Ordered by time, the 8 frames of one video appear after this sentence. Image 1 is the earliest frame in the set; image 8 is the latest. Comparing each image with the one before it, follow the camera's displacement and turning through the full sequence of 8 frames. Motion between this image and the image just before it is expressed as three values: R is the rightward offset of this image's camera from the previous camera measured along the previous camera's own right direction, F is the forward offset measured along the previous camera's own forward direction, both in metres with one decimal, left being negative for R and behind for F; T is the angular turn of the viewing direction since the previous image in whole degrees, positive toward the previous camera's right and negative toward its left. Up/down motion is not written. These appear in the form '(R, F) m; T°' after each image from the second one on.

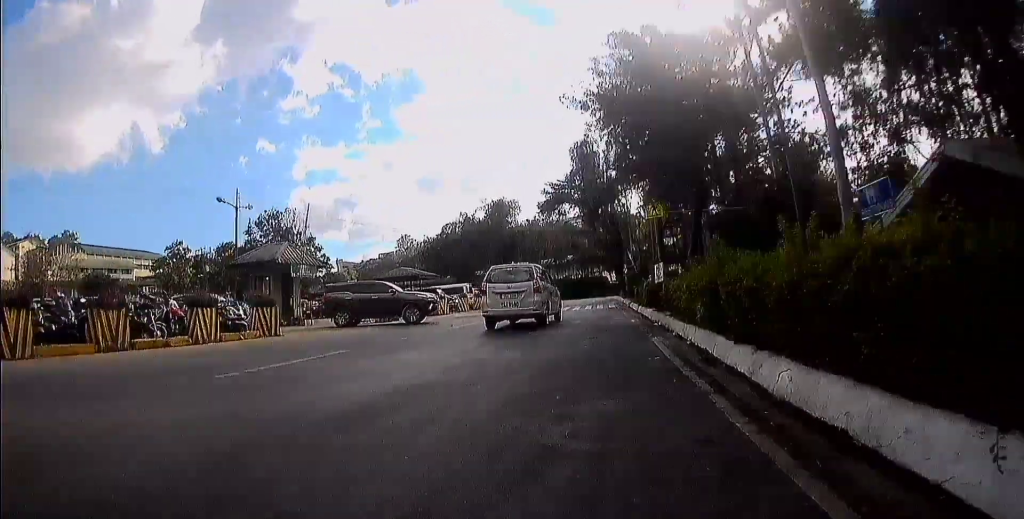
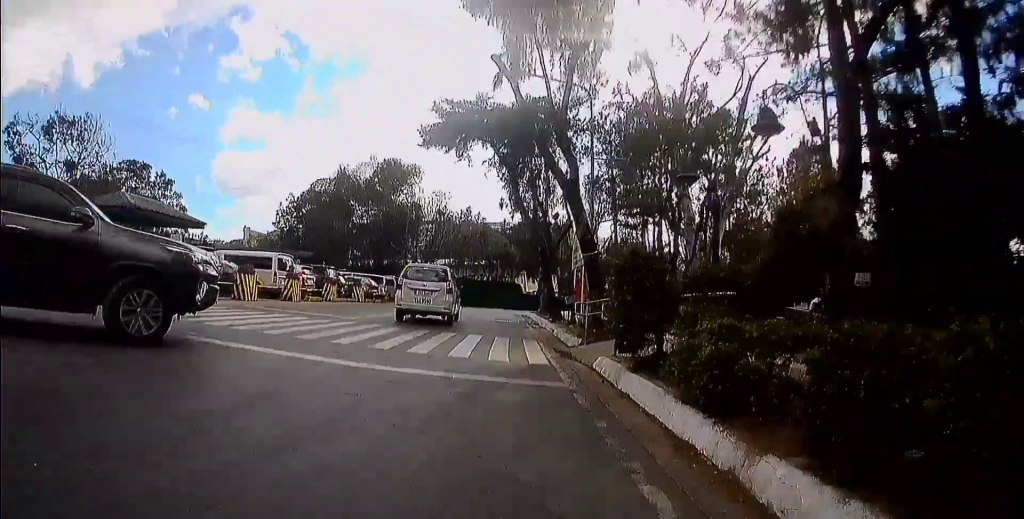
(+3.1, +17.1) m; +17°
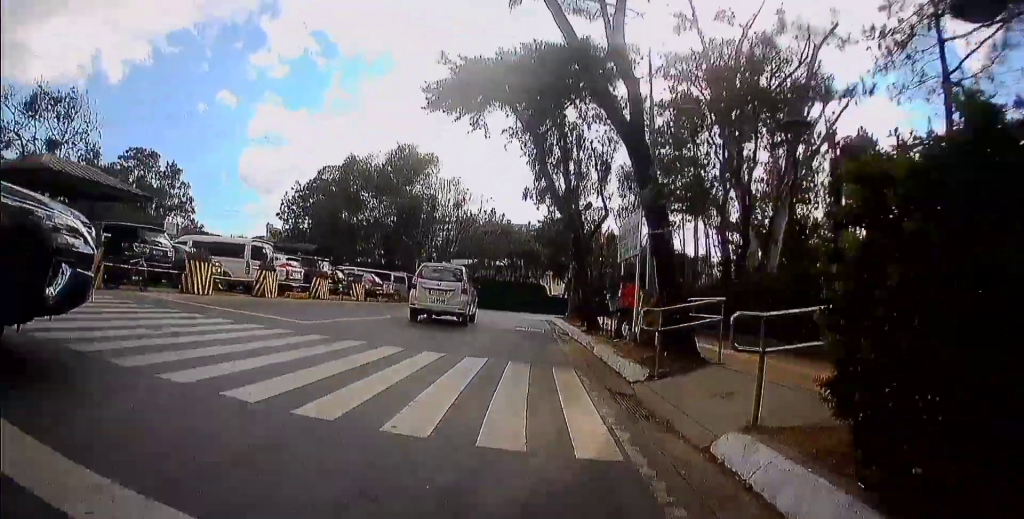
(-0.1, +4.5) m; -2°
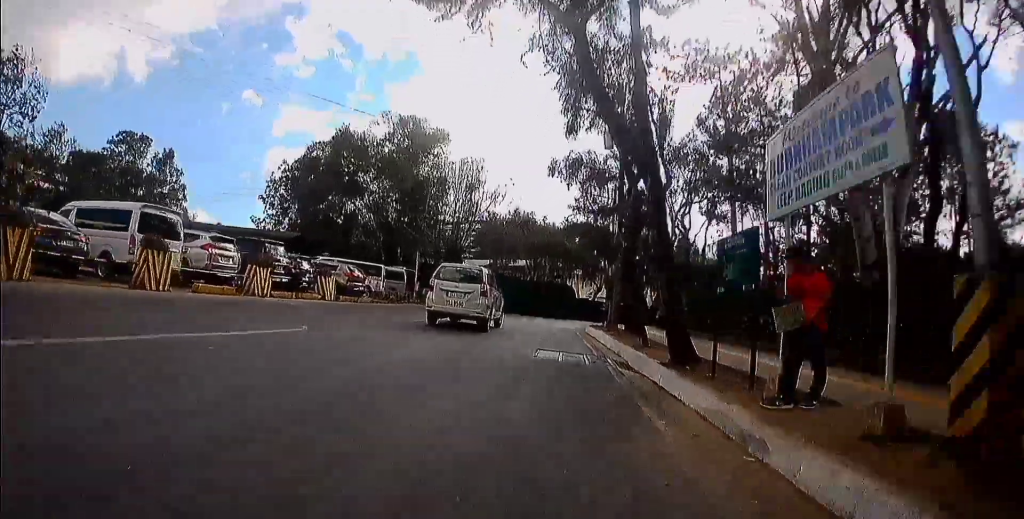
(-0.2, +6.9) m; -3°
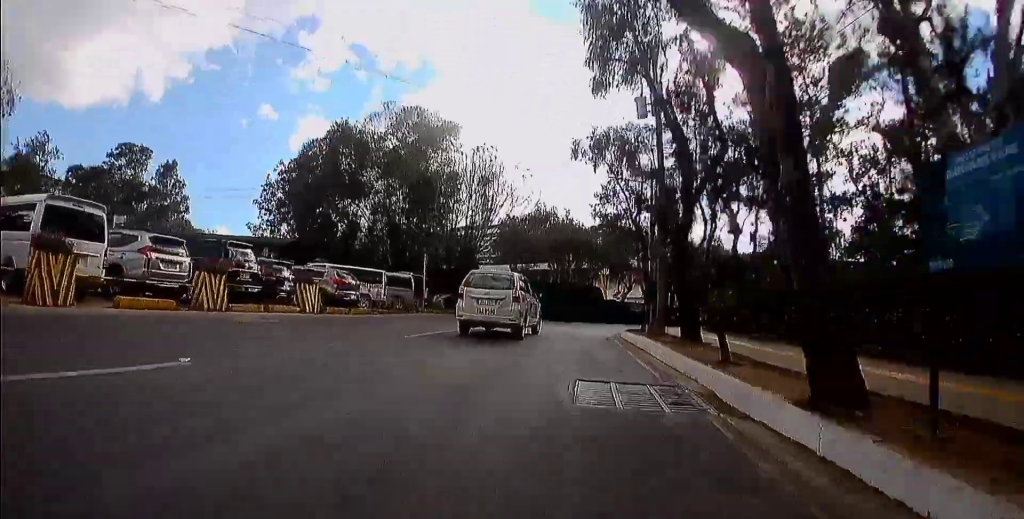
(0.0, +3.5) m; -2°
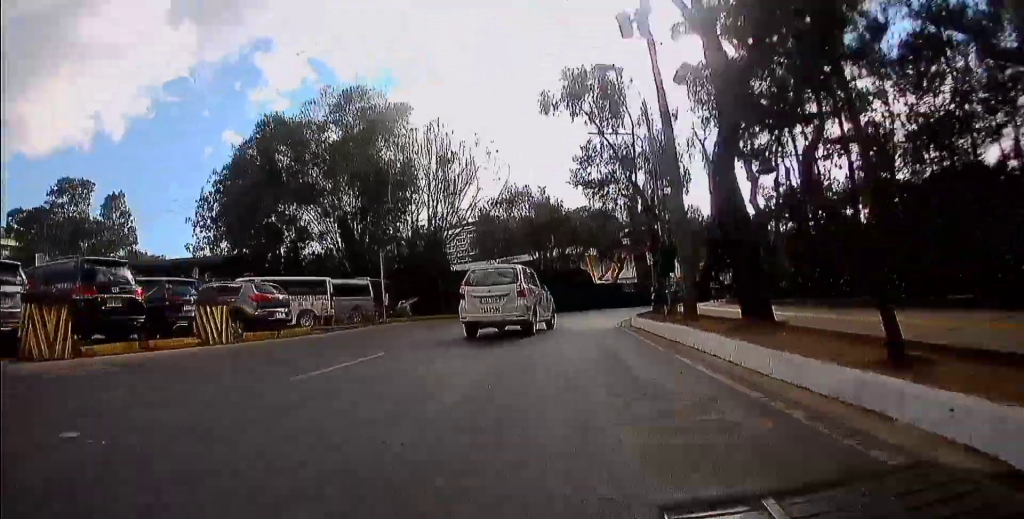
(-0.1, +4.4) m; -1°
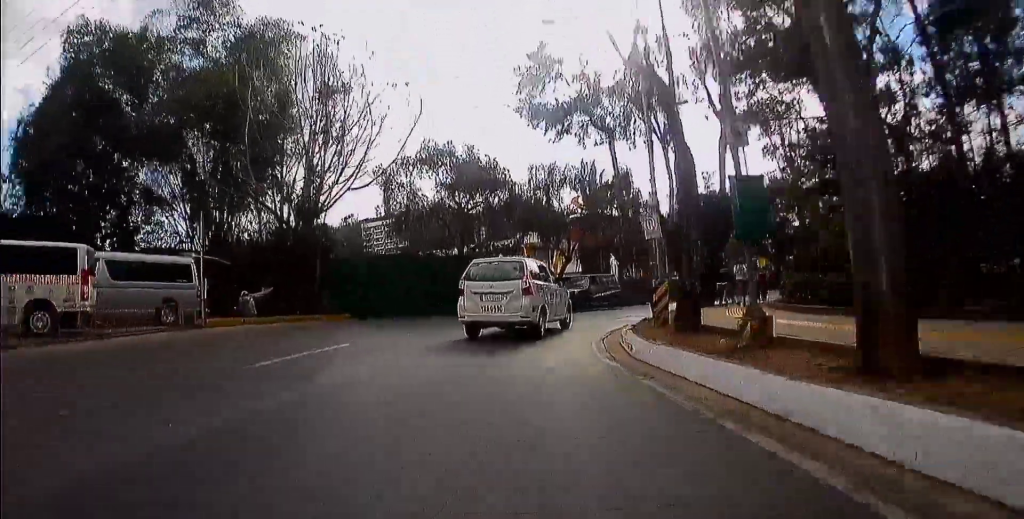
(-0.1, +9.0) m; +2°
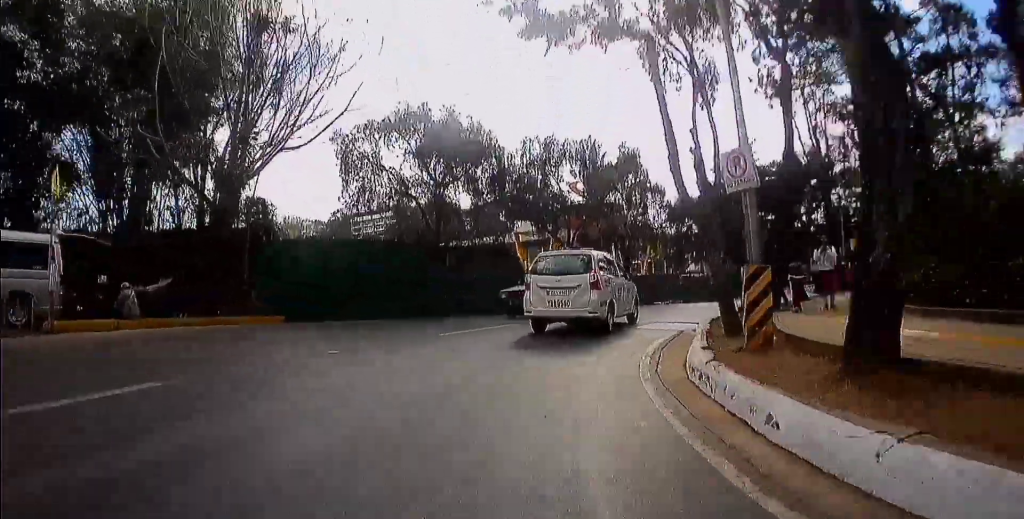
(+0.1, +5.0) m; +3°
